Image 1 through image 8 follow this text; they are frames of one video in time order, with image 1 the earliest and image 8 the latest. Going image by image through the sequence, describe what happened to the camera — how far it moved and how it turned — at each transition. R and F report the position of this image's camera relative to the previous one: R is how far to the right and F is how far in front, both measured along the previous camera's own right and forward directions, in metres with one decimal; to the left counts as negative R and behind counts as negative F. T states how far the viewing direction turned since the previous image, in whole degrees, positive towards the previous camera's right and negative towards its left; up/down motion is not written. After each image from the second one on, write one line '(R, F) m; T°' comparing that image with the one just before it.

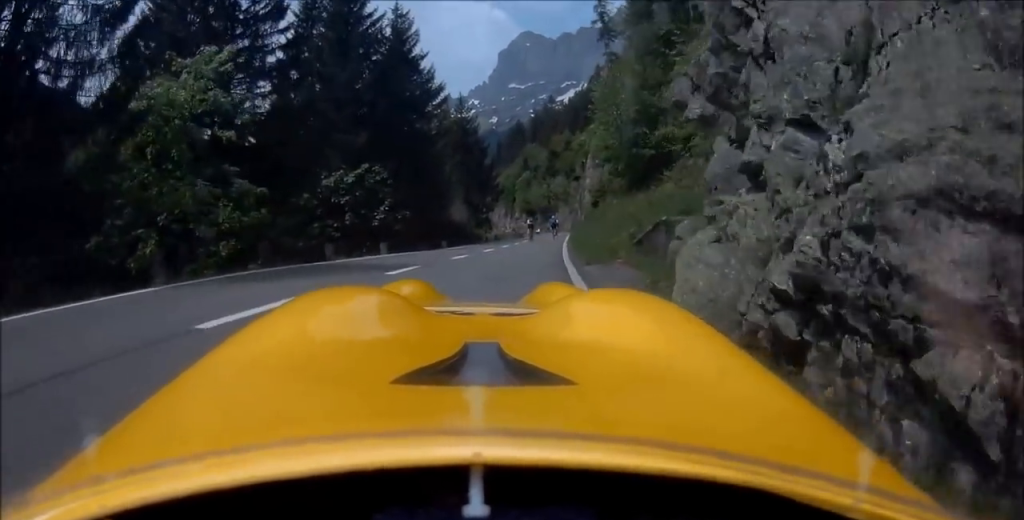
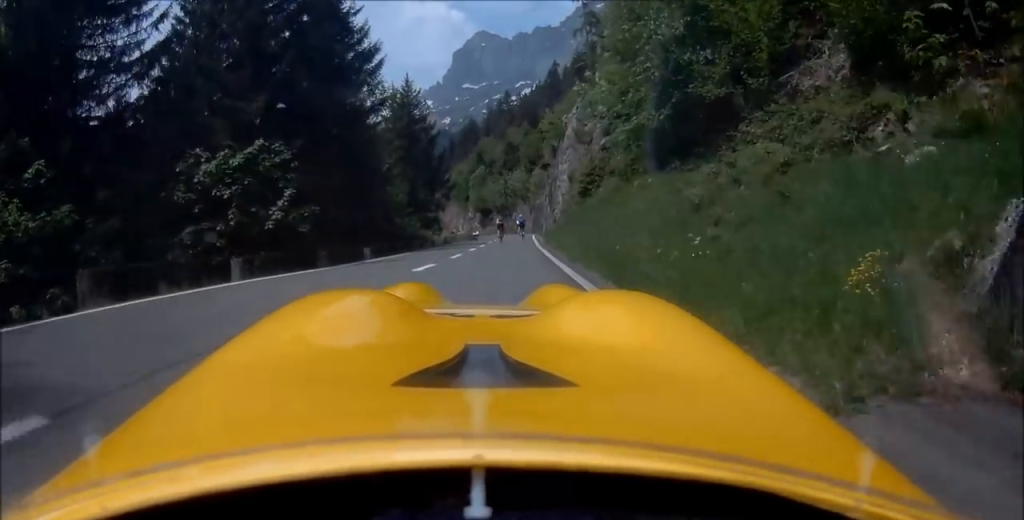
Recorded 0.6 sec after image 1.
(+0.8, +9.7) m; +5°
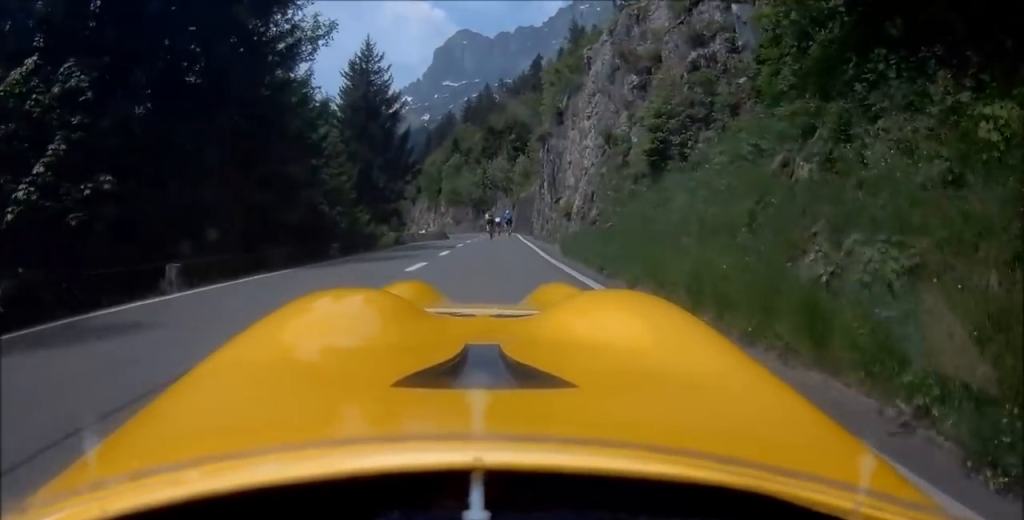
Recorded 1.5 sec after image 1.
(+0.6, +12.6) m; +6°
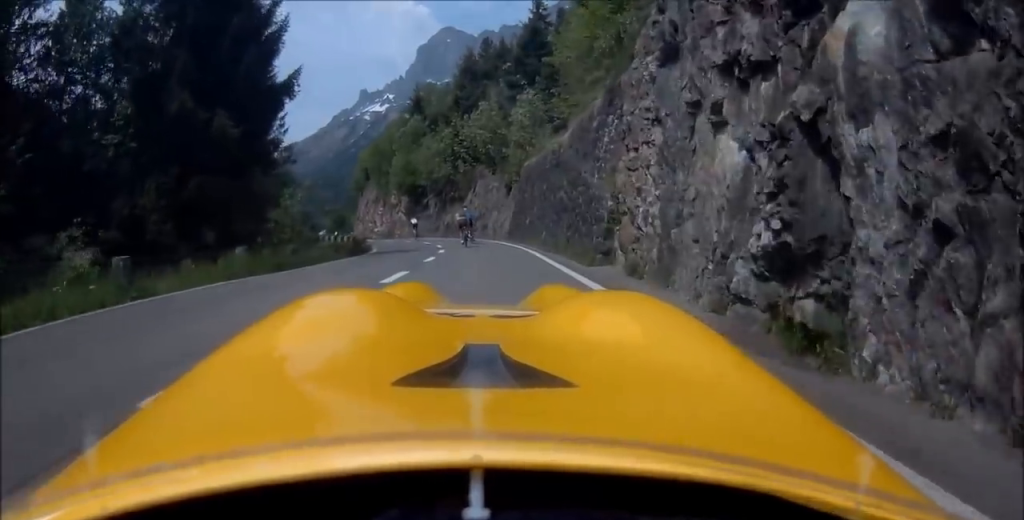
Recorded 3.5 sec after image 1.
(+3.1, +30.9) m; +4°
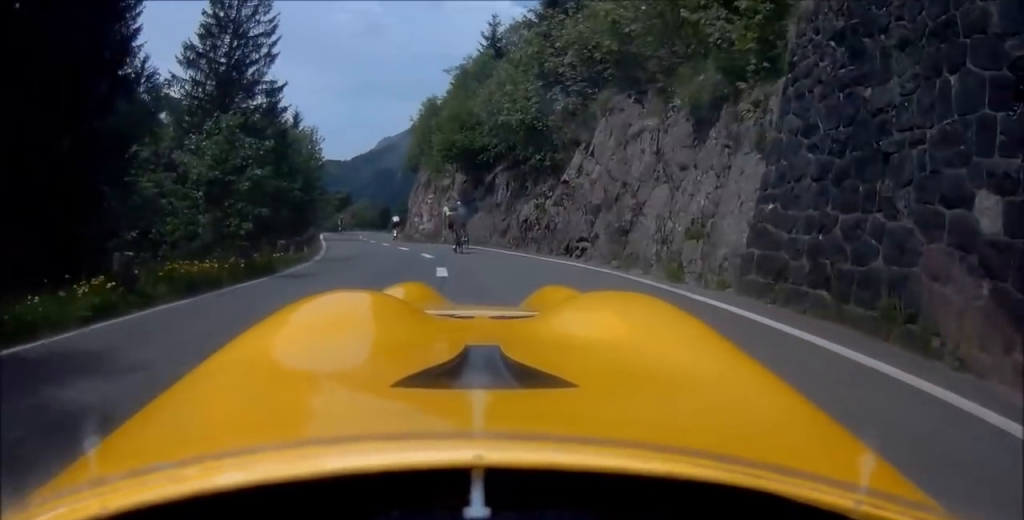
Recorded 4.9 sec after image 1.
(-2.1, +22.8) m; -19°
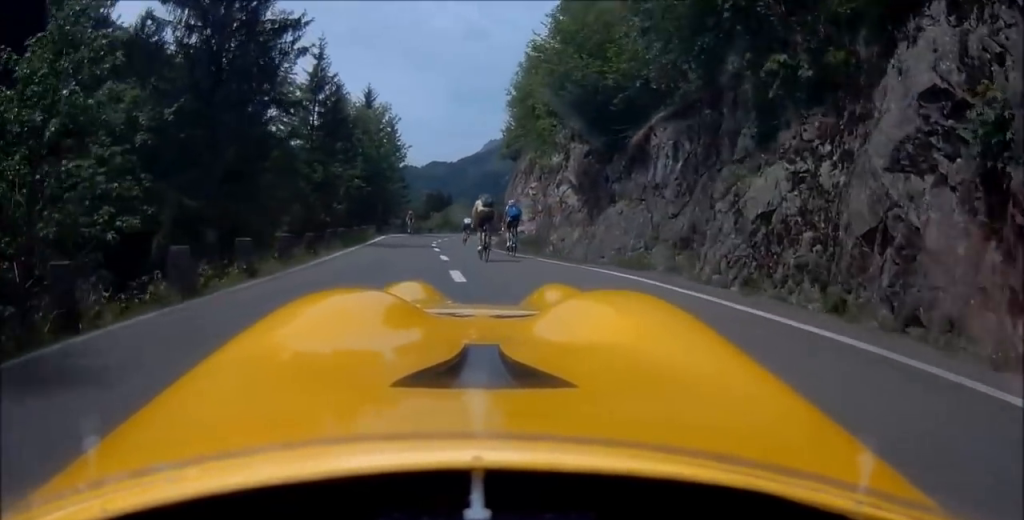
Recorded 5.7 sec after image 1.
(-2.5, +12.9) m; -4°
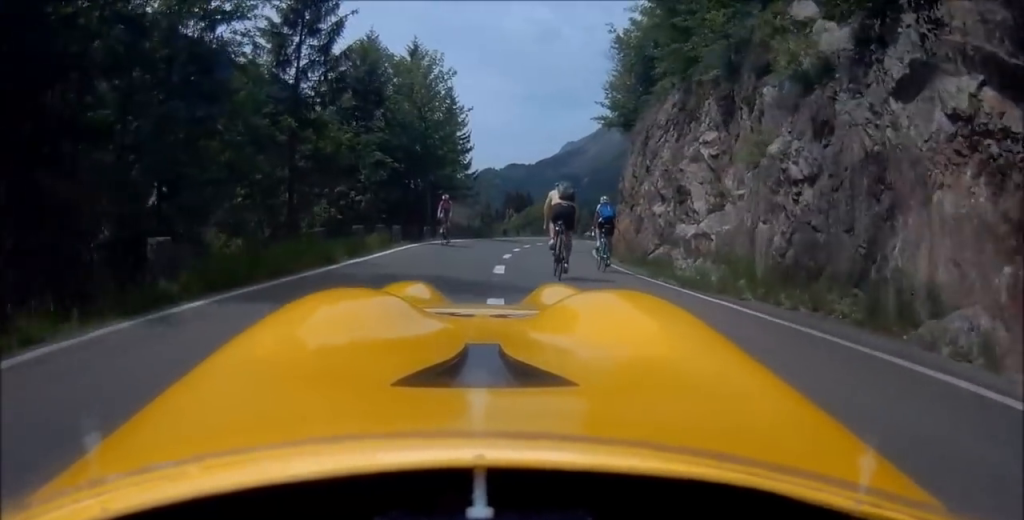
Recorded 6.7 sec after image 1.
(+1.0, +16.6) m; +8°
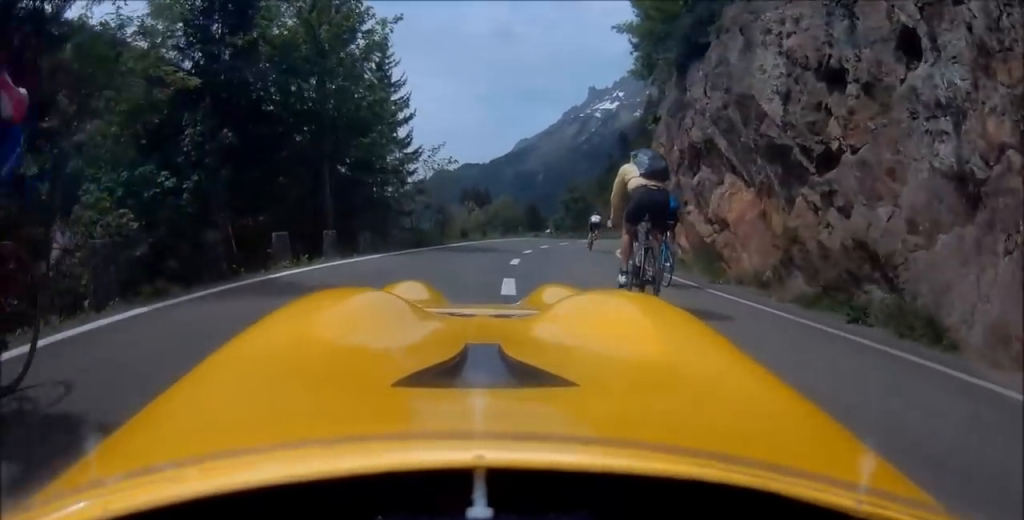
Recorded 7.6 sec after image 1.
(+1.3, +15.4) m; +7°
